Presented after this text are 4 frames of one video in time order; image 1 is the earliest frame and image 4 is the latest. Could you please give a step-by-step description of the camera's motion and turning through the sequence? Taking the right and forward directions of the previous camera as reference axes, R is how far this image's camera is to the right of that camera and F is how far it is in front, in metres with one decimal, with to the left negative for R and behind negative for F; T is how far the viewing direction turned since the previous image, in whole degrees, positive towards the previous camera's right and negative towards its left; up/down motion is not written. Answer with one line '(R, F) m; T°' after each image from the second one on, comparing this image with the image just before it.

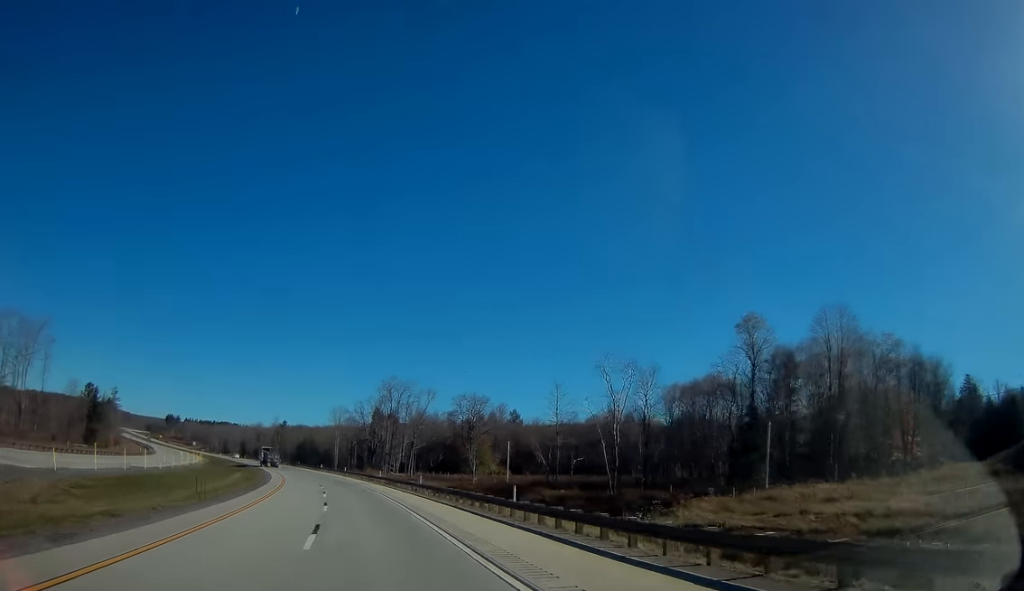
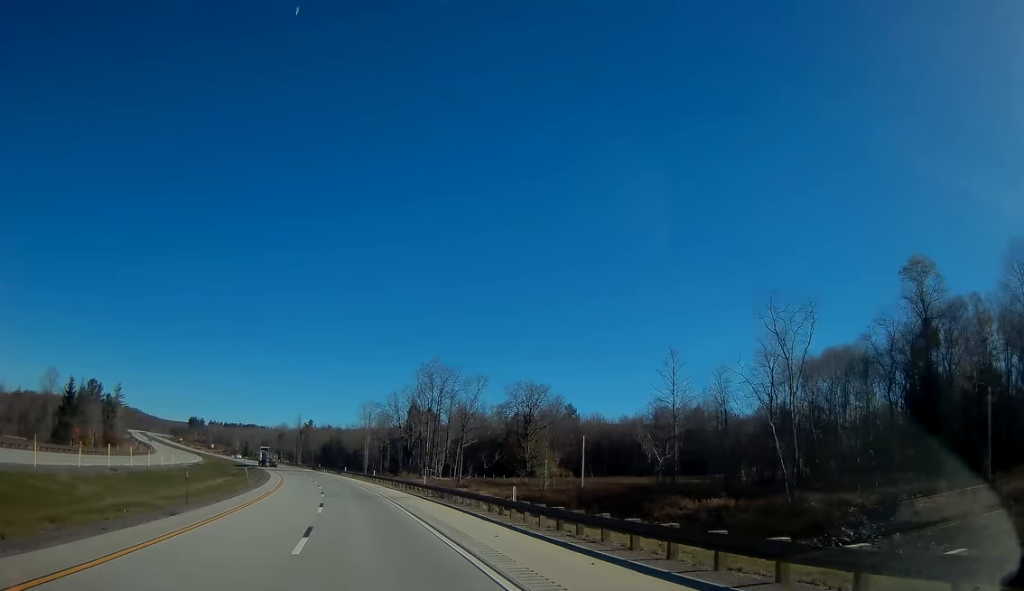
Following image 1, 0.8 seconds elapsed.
(-0.5, +25.1) m; -3°
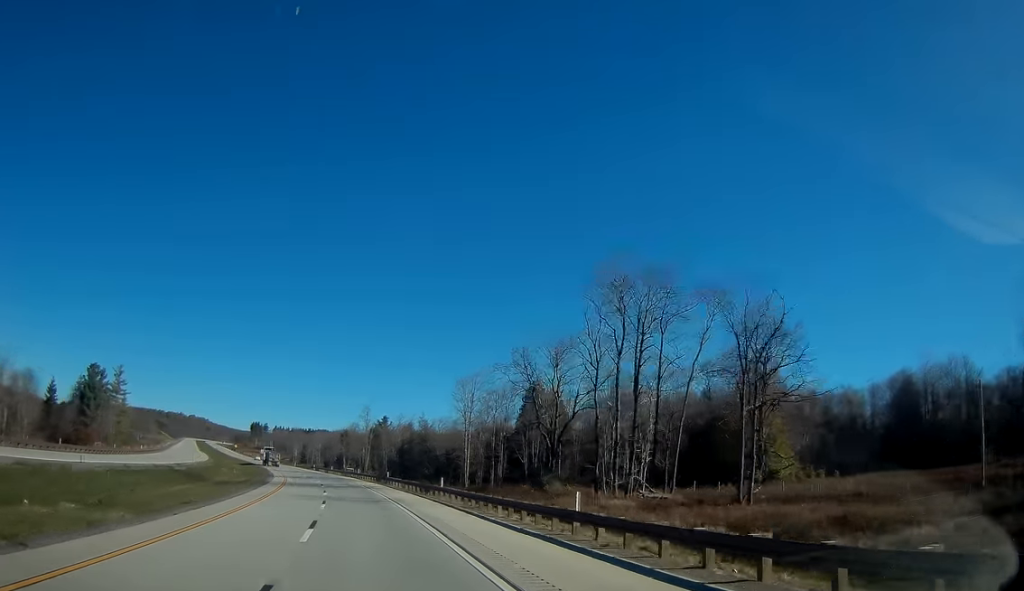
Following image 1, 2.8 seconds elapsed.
(-3.2, +57.6) m; -7°
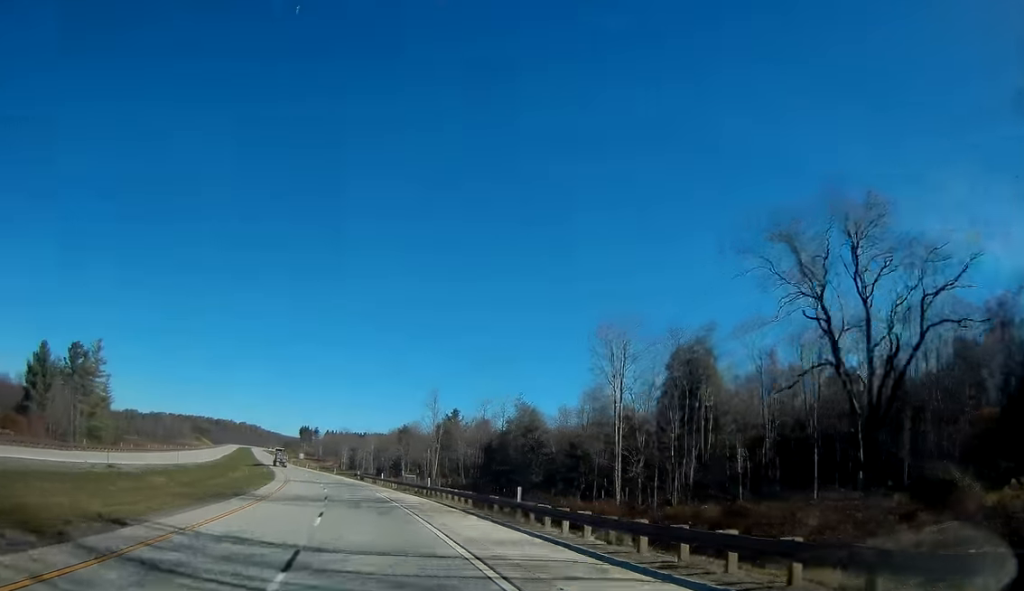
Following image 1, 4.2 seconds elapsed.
(-2.6, +43.9) m; -5°
